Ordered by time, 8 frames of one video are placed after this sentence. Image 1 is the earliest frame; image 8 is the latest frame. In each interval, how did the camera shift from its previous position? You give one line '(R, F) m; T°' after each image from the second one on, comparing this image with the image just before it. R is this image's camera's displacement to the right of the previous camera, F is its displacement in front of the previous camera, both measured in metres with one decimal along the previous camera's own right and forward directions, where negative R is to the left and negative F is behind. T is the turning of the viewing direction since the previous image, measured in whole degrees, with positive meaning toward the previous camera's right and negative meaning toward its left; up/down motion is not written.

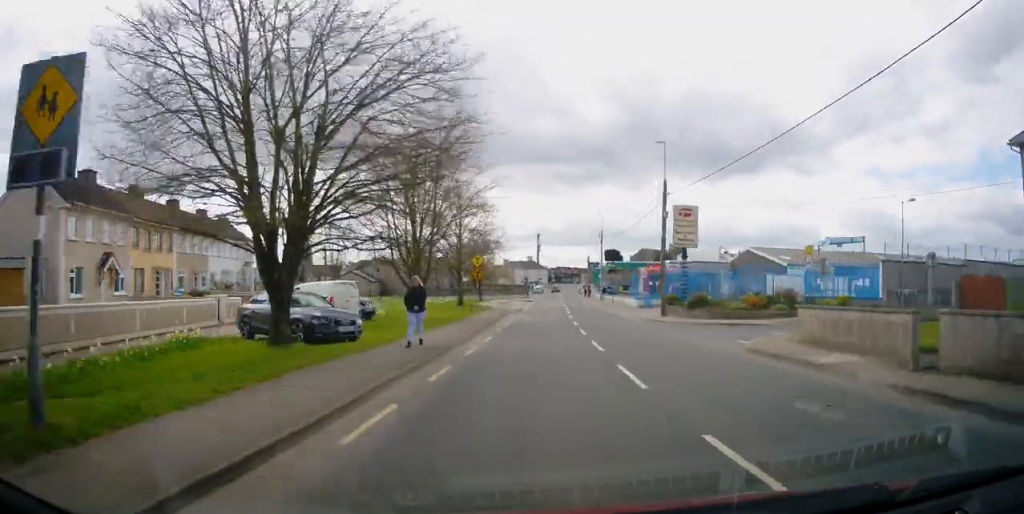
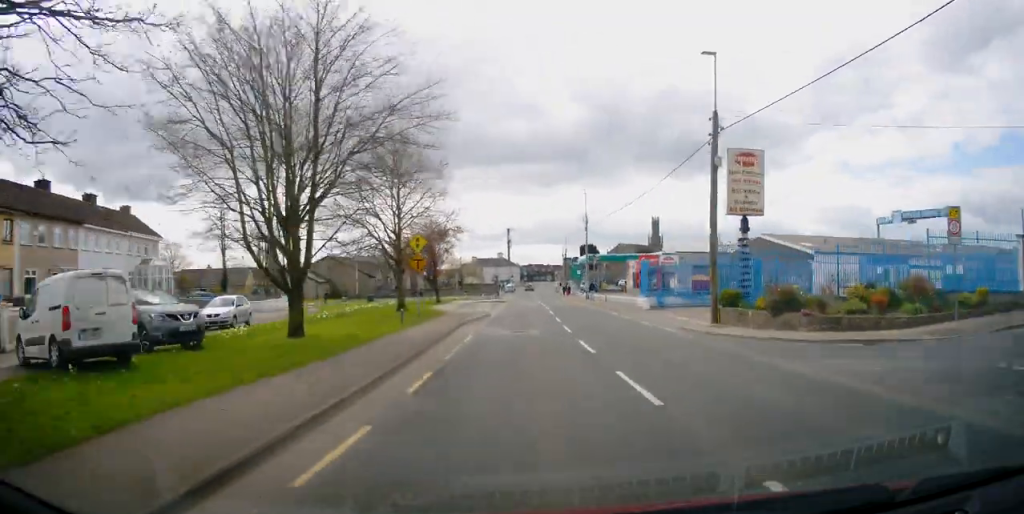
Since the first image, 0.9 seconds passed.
(+0.4, +13.4) m; +2°
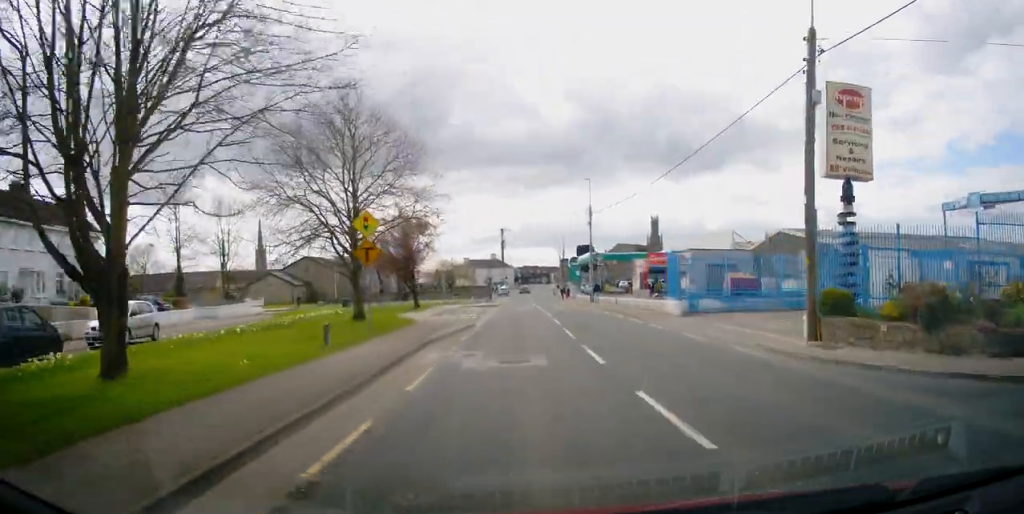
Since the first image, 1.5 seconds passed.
(+0.1, +8.0) m; +1°
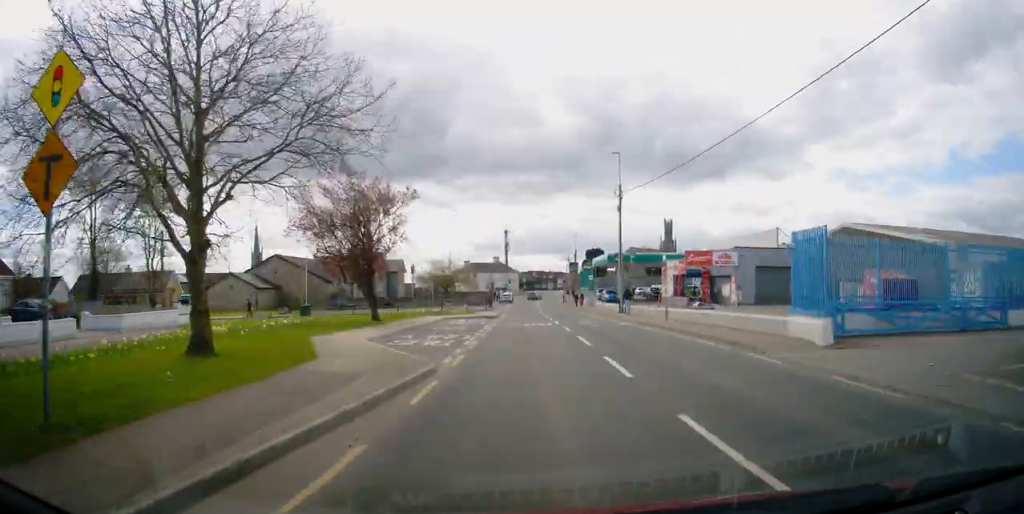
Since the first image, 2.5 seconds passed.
(+0.1, +13.2) m; +1°
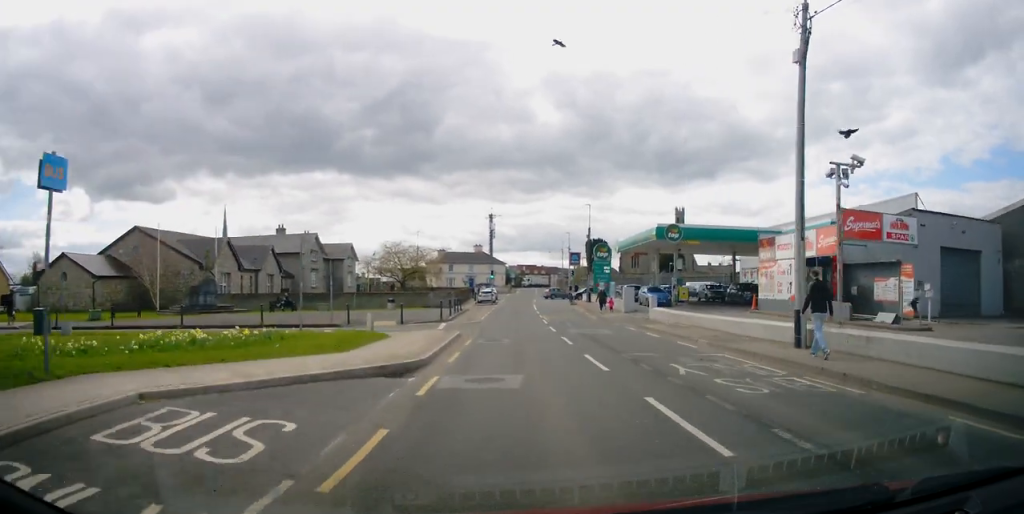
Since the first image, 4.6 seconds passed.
(+0.3, +27.4) m; 0°
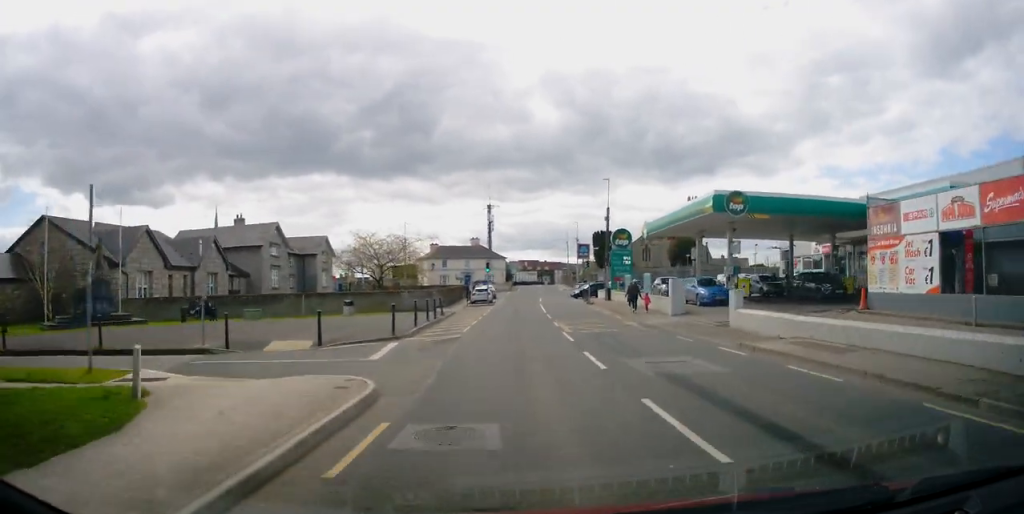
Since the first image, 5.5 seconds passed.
(0.0, +11.7) m; +1°
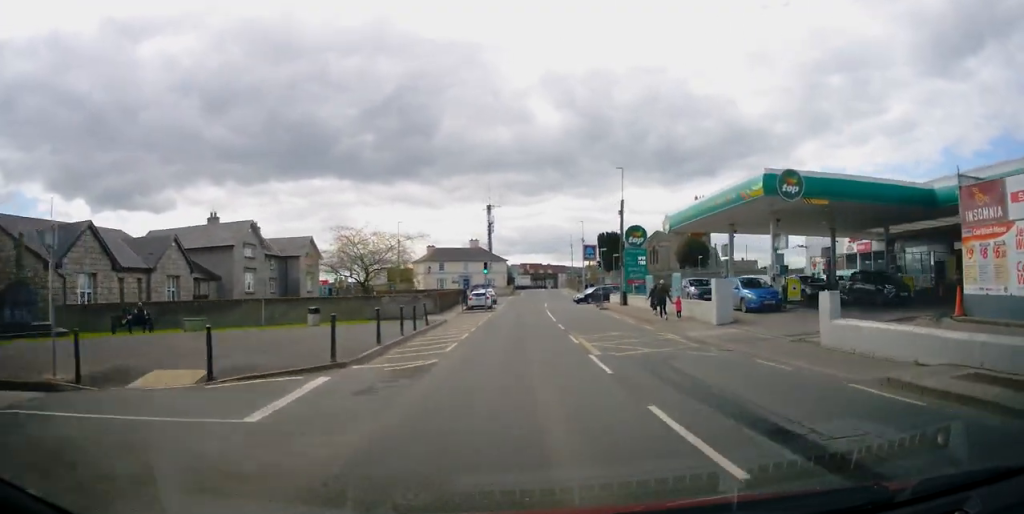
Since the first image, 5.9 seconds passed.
(+0.3, +6.1) m; 0°
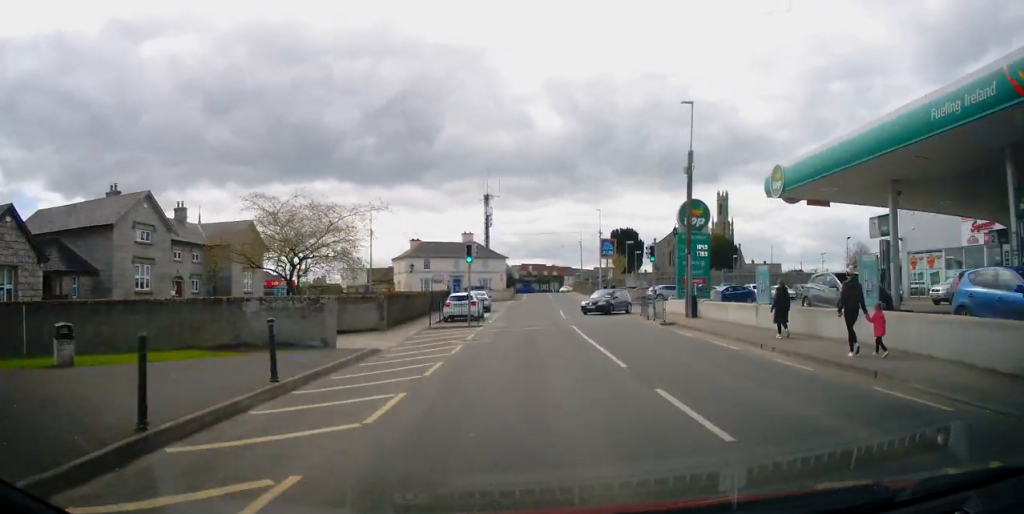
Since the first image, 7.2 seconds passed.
(-0.4, +16.4) m; -1°
